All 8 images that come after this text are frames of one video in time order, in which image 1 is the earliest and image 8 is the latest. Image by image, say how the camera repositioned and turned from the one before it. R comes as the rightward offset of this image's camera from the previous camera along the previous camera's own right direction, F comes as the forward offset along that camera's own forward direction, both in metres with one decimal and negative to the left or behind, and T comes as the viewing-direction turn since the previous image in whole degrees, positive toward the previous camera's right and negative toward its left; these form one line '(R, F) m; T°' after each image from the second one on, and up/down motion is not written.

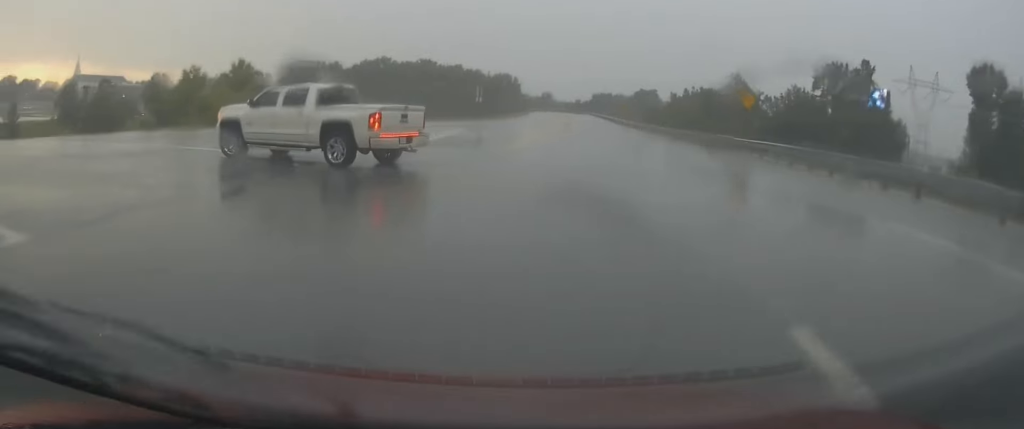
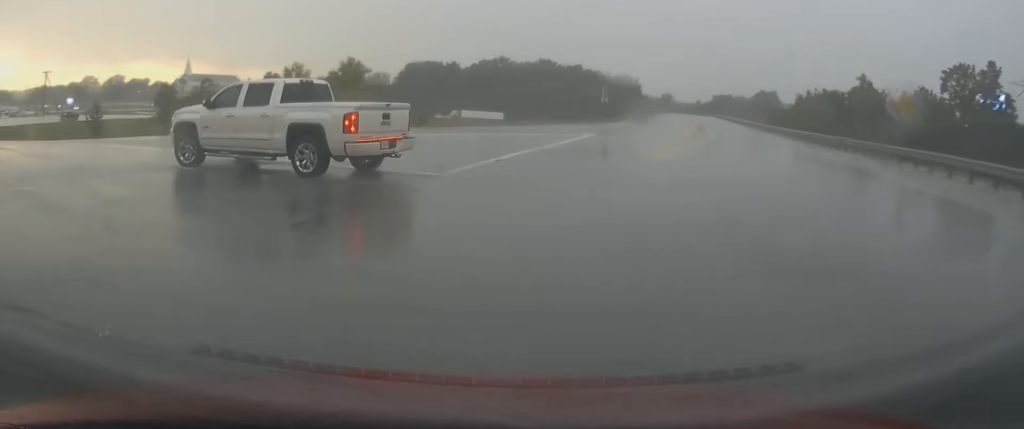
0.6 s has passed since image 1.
(-0.2, +4.2) m; -10°
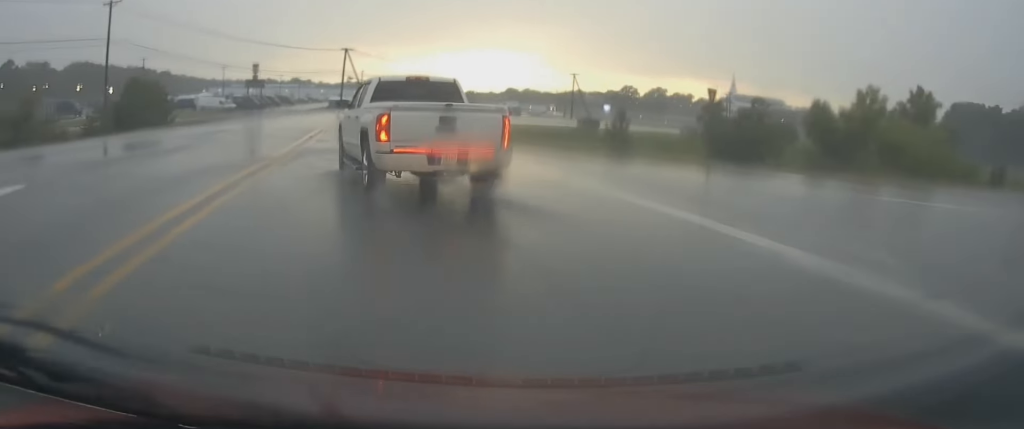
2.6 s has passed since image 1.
(-5.1, +11.6) m; -42°
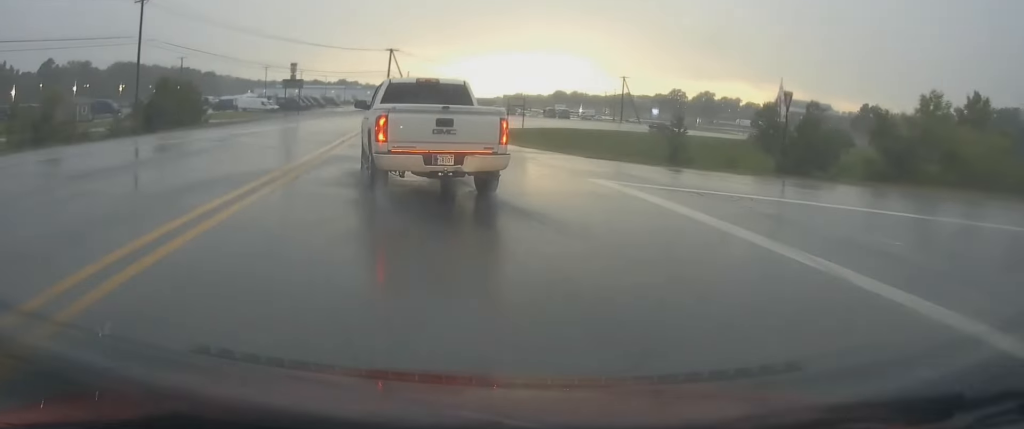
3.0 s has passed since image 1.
(-0.3, +2.6) m; -4°
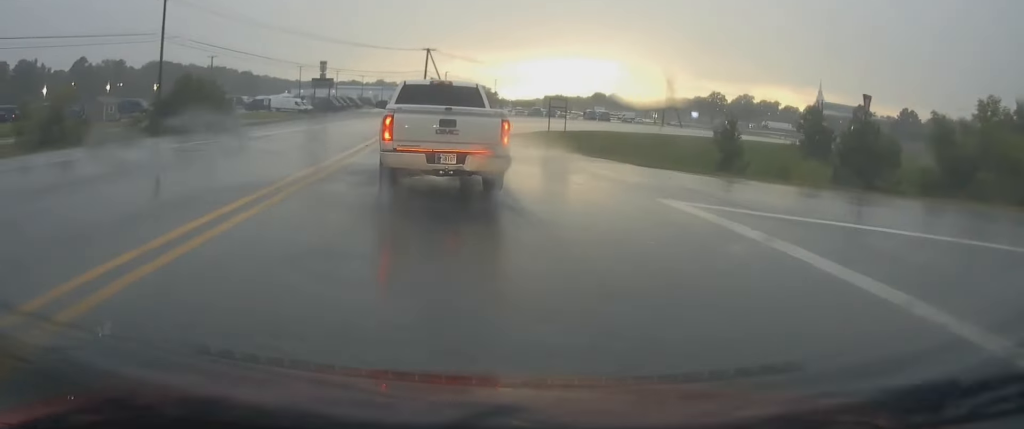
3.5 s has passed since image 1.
(-0.1, +3.0) m; -4°
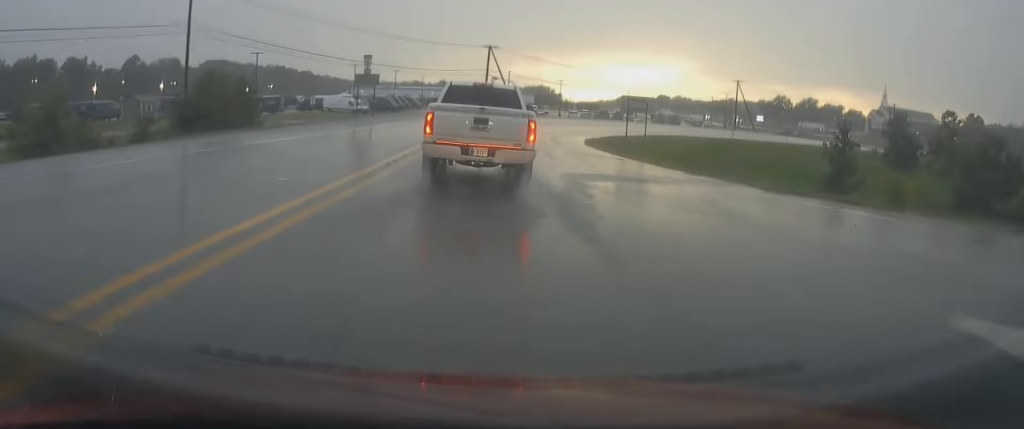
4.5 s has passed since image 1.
(-0.3, +7.1) m; -3°
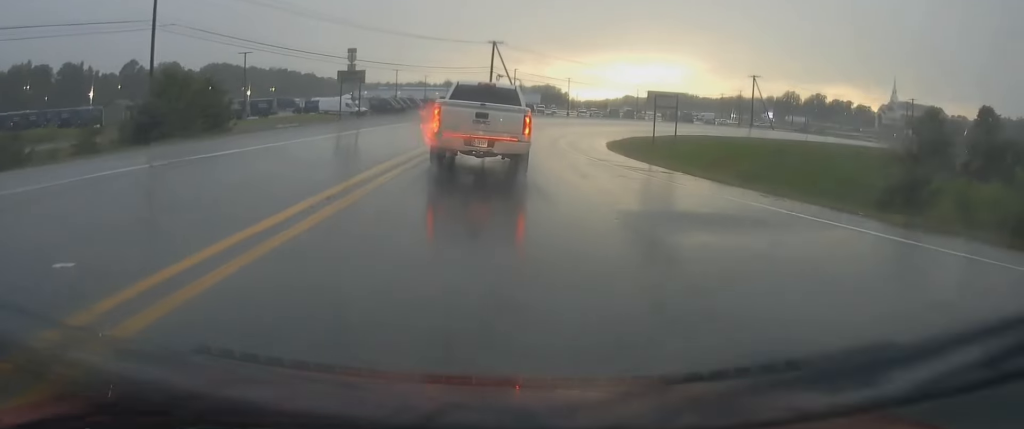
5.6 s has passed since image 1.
(0.0, +6.5) m; +1°
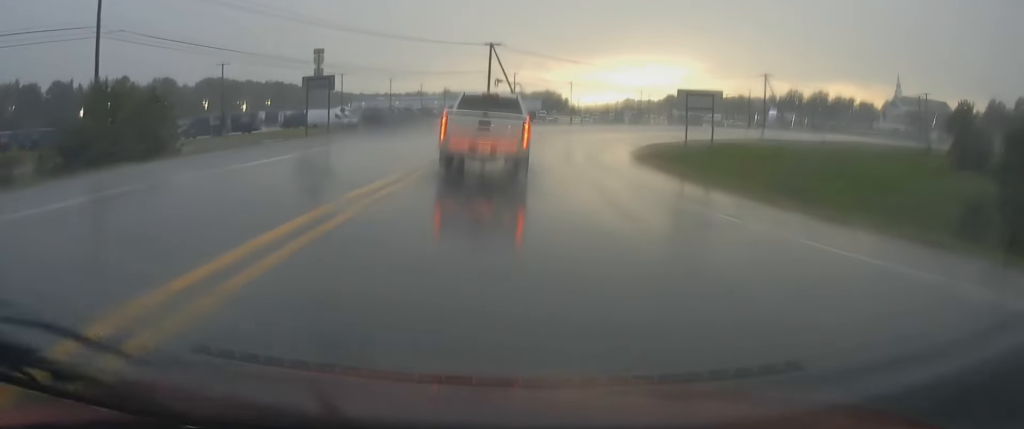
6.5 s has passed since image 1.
(+0.2, +6.6) m; -1°
